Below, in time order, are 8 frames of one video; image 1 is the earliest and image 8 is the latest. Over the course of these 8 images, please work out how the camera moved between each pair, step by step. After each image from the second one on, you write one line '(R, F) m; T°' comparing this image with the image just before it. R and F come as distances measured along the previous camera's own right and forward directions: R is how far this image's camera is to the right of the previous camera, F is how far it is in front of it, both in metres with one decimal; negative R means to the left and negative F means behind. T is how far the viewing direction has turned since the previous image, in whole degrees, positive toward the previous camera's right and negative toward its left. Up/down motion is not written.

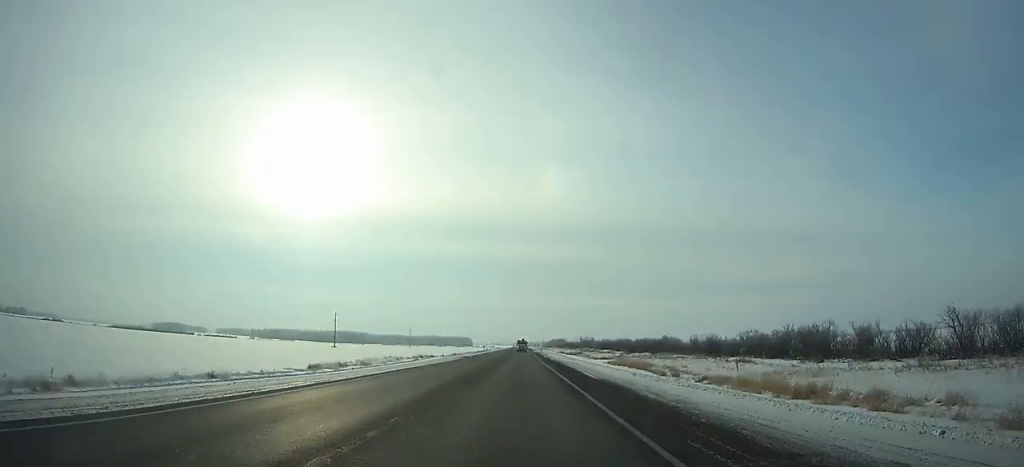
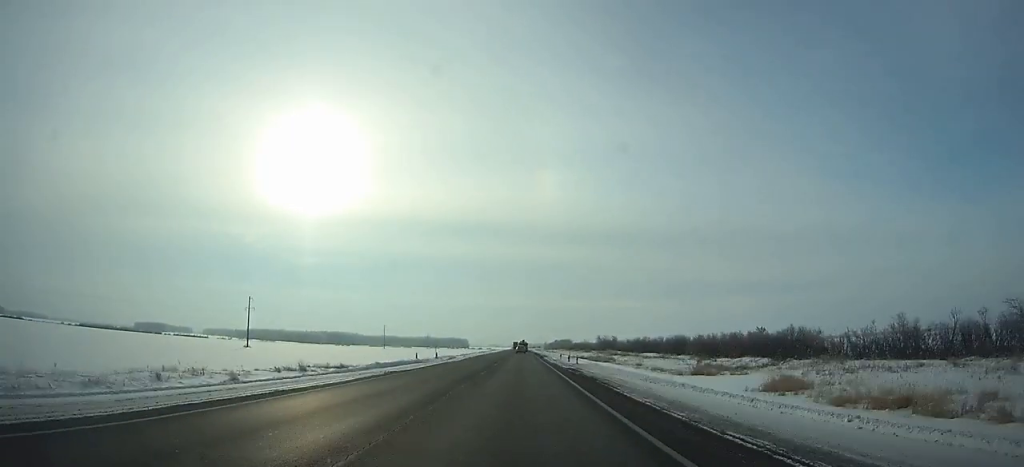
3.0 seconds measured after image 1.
(-0.1, +75.9) m; 0°
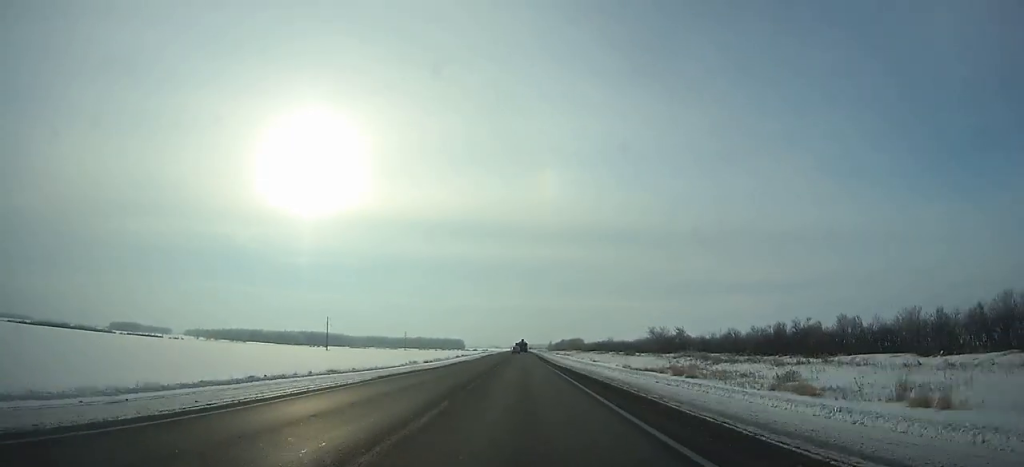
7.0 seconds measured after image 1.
(+0.5, +100.7) m; 0°
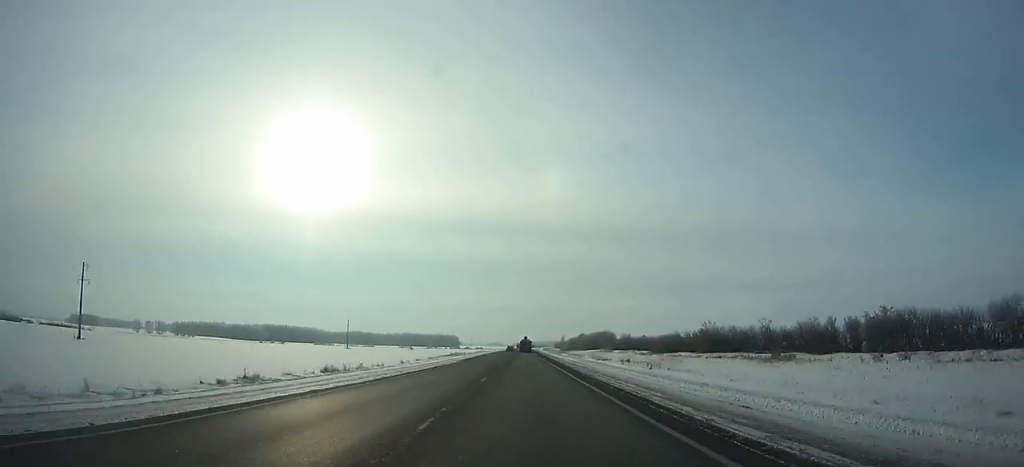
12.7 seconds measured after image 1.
(+0.2, +140.0) m; 0°
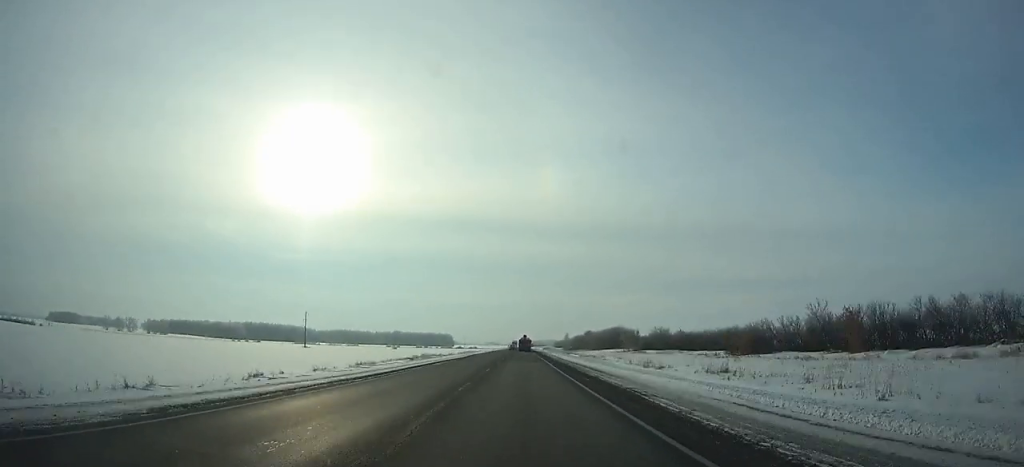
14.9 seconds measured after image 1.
(+0.2, +52.1) m; 0°
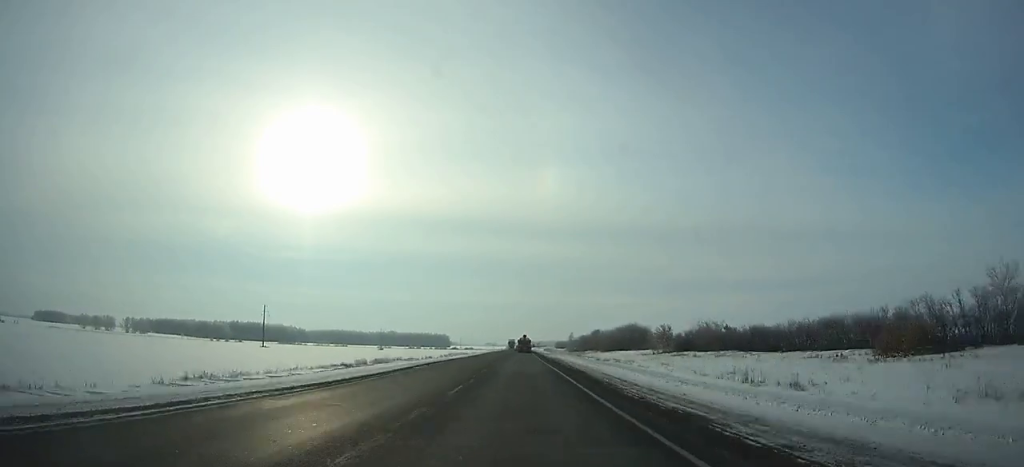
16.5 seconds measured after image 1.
(0.0, +37.2) m; 0°
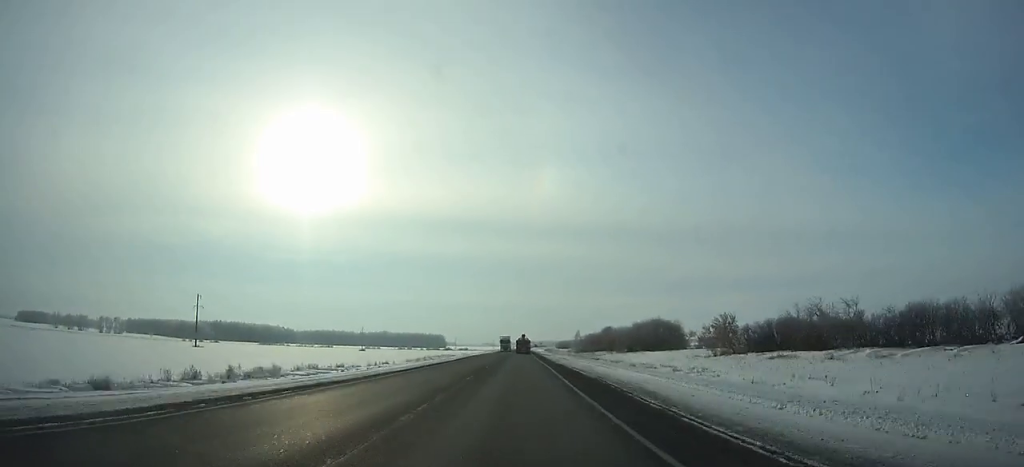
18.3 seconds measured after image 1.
(0.0, +41.7) m; 0°
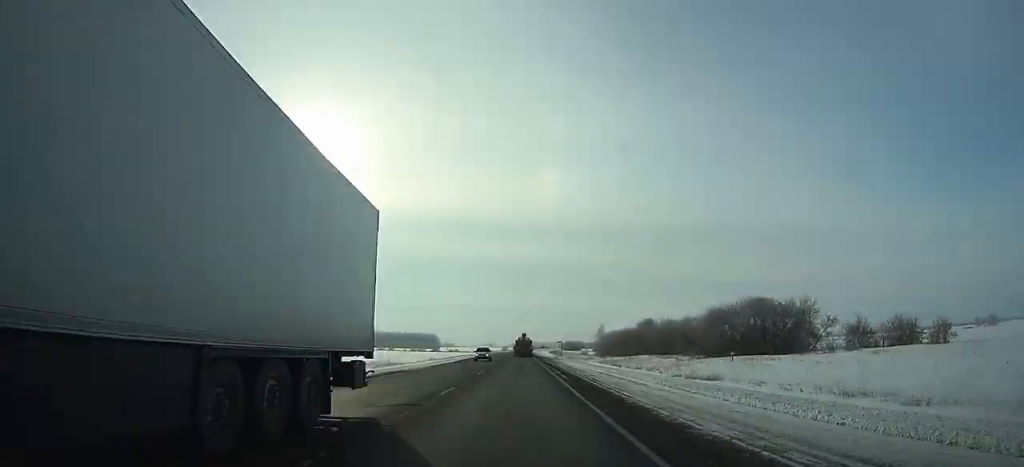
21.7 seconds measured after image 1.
(-0.2, +77.6) m; 0°
